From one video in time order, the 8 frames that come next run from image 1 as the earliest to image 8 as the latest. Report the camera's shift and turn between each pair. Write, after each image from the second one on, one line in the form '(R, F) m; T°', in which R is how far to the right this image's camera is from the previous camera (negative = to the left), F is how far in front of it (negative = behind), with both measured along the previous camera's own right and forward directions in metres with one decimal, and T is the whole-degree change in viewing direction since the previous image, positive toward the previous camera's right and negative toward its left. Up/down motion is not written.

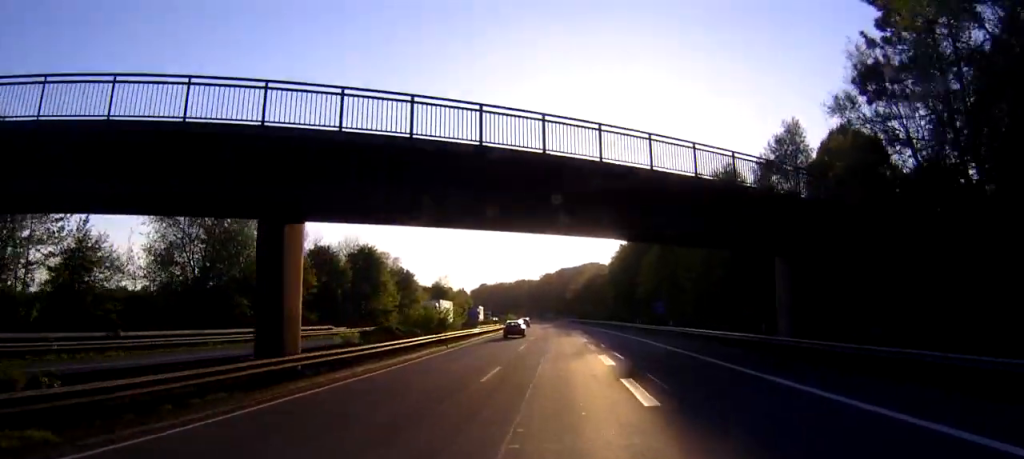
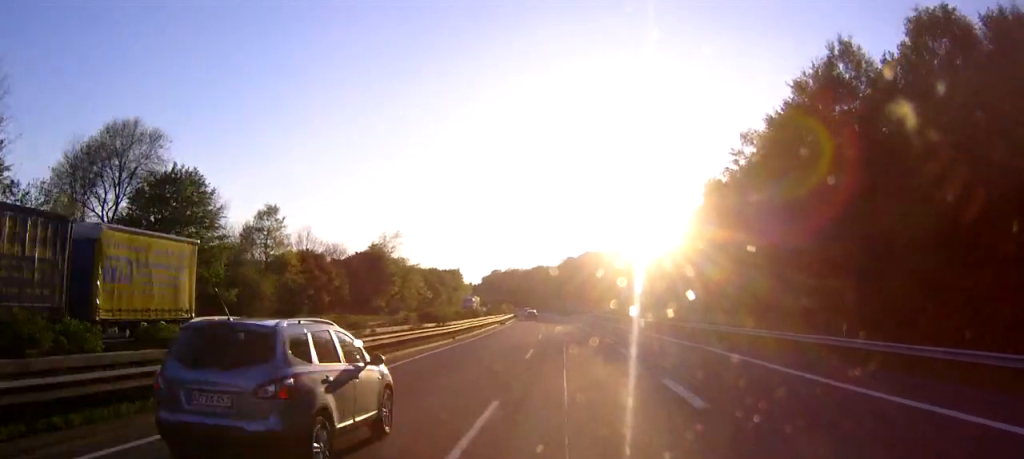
(-1.2, +83.2) m; -2°
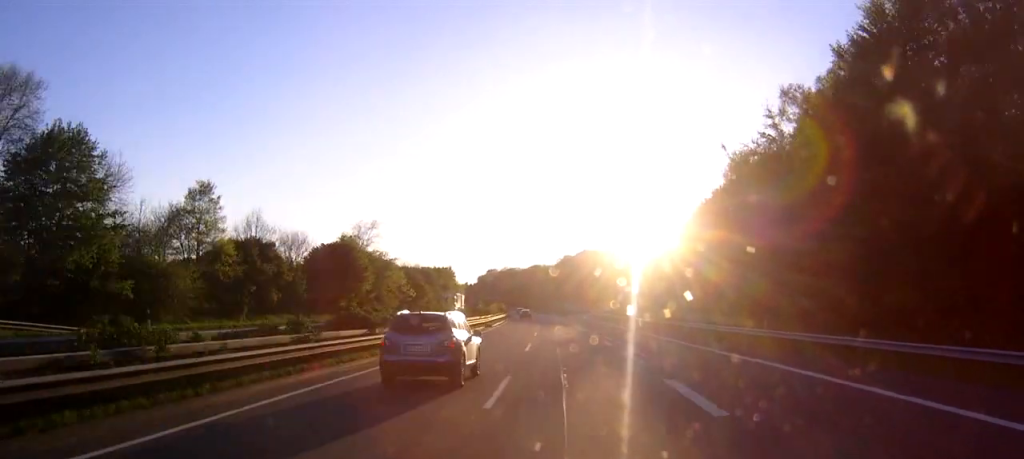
(0.0, +13.8) m; 0°
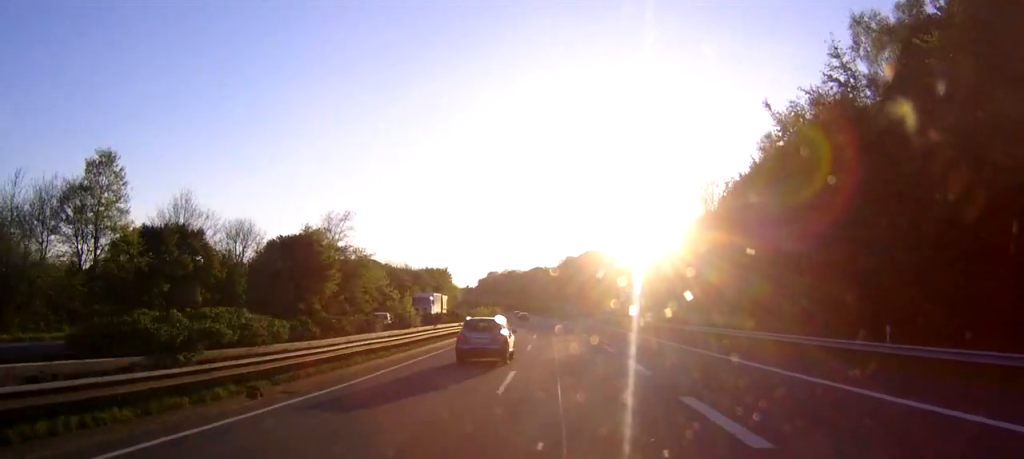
(0.0, +14.9) m; 0°
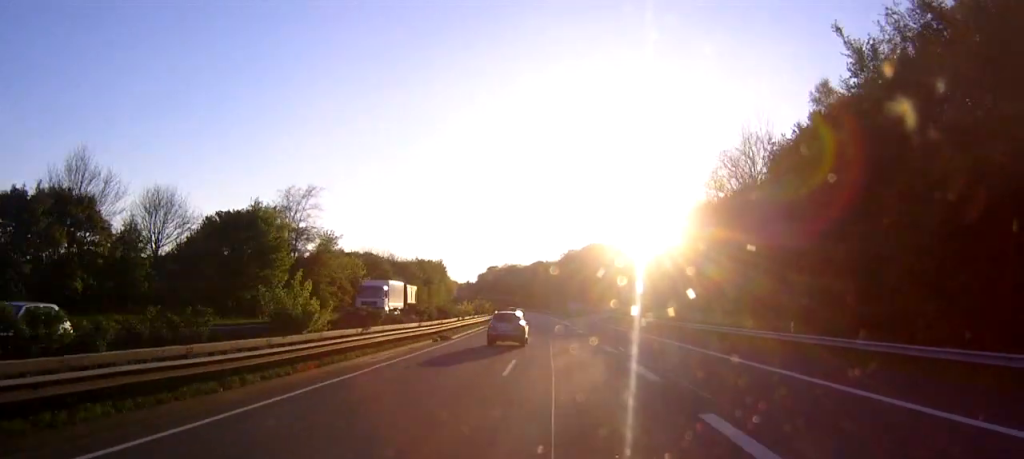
(0.0, +15.2) m; 0°
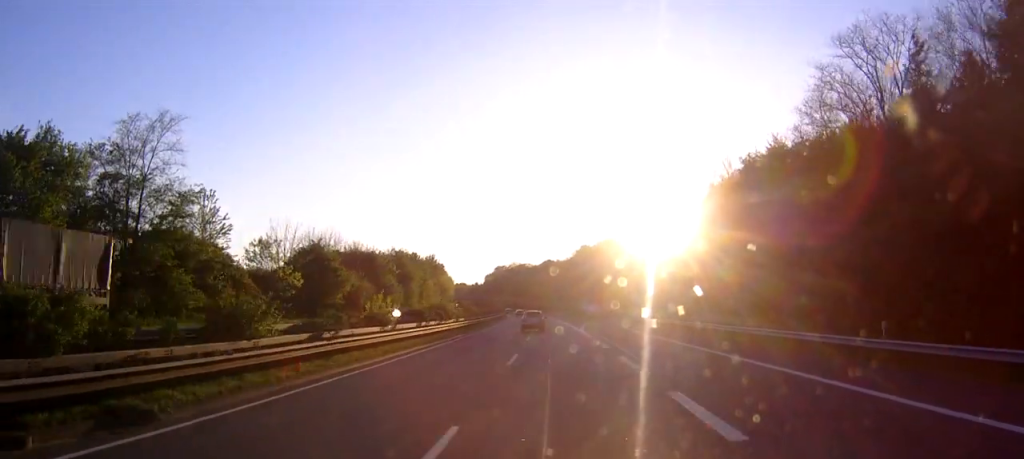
(-0.2, +34.9) m; -1°
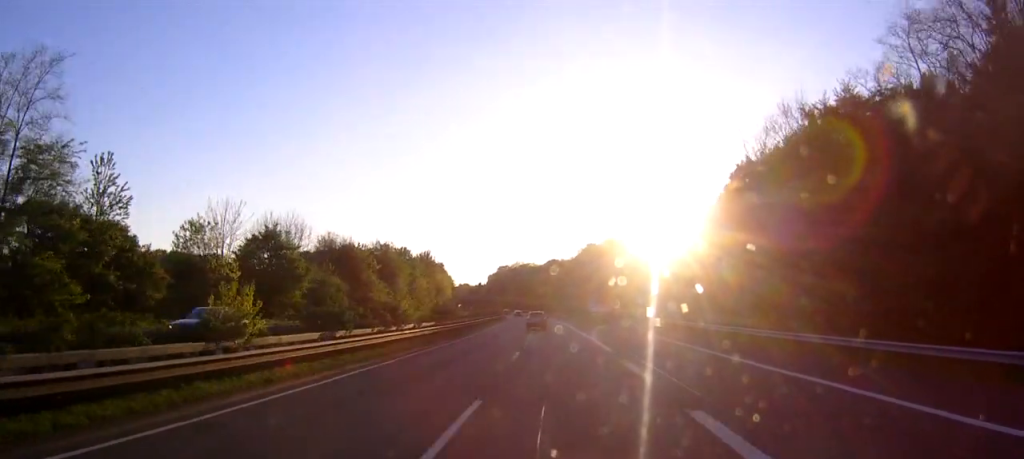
(0.0, +15.9) m; 0°
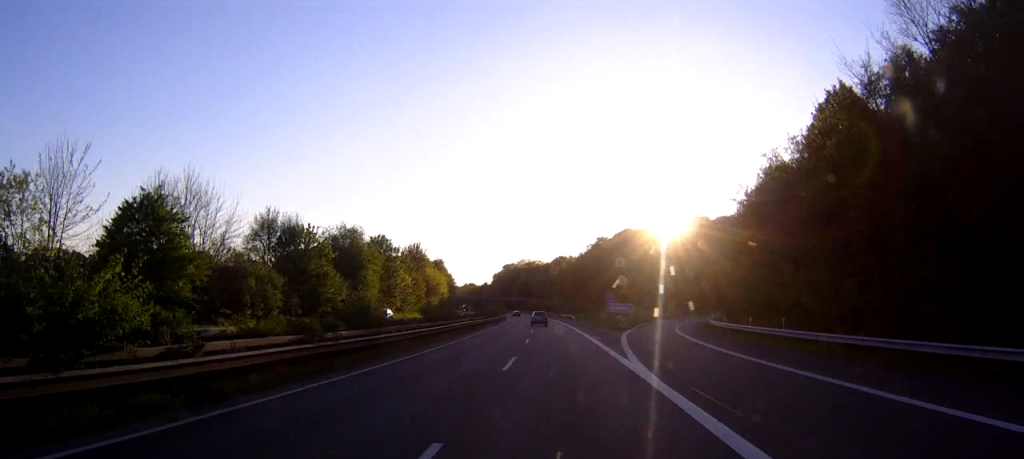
(-0.2, +25.9) m; -1°
